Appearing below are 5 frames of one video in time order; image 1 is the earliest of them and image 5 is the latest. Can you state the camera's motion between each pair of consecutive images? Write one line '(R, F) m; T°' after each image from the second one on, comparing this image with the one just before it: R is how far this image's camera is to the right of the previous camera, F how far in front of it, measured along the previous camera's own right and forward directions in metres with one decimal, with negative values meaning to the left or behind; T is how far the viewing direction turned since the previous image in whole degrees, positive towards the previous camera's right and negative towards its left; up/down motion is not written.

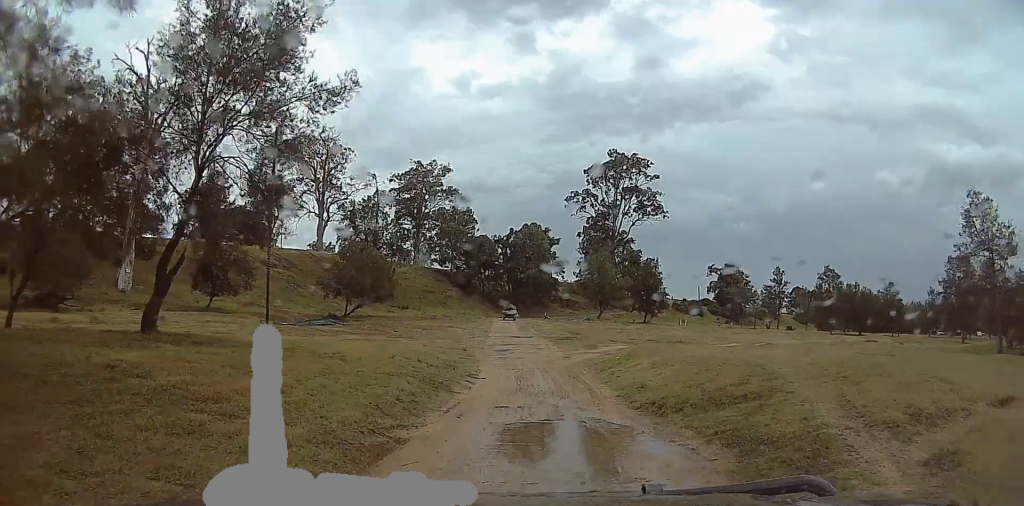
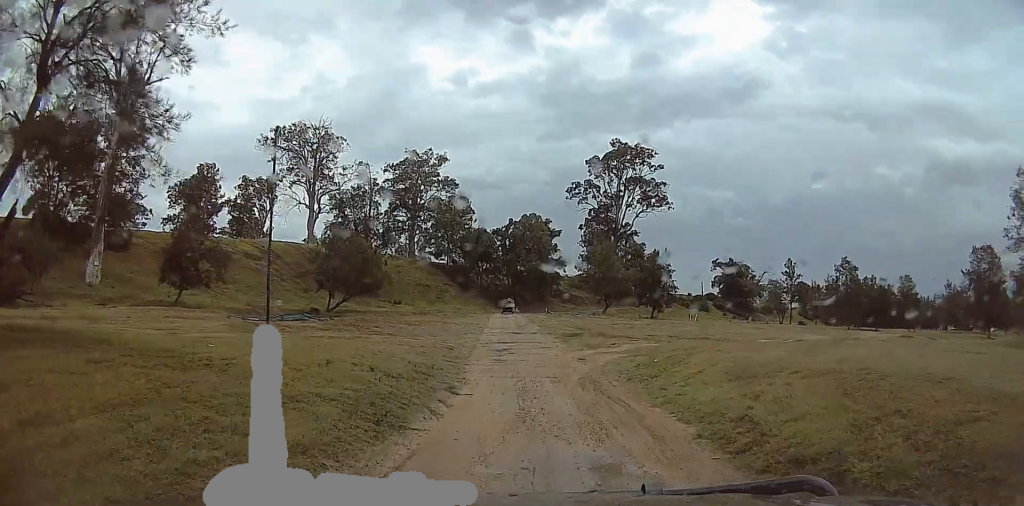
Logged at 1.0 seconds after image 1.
(-0.2, +8.1) m; -1°
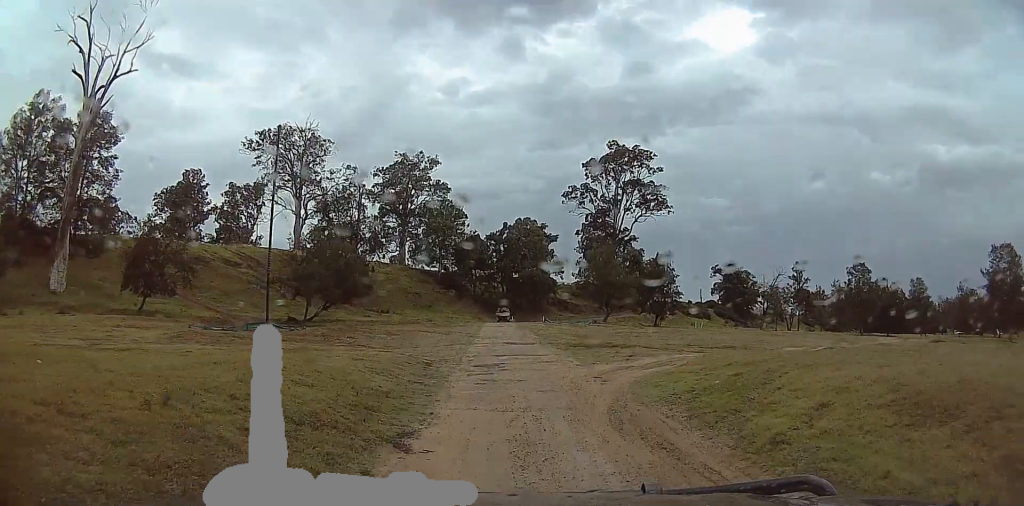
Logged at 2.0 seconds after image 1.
(0.0, +6.5) m; 0°
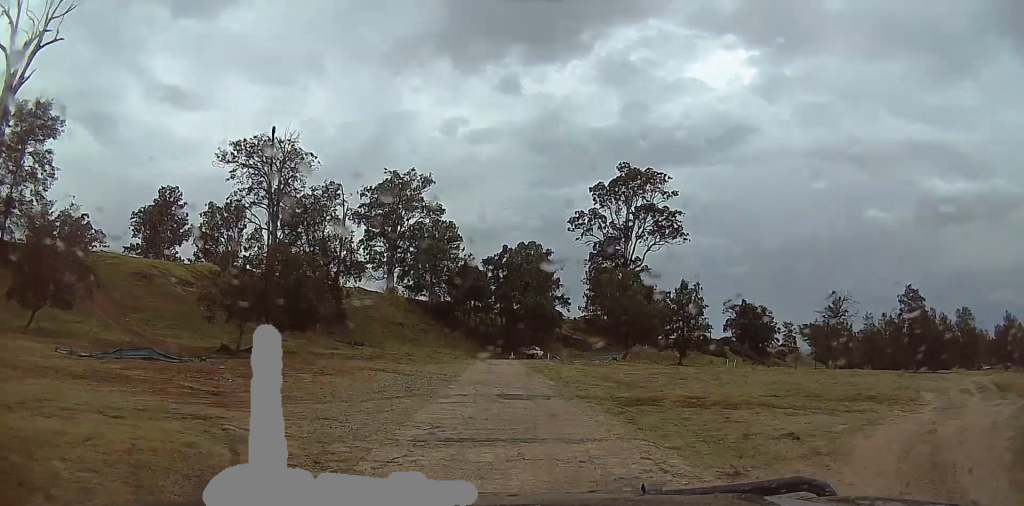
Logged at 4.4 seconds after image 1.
(+0.3, +16.4) m; +3°
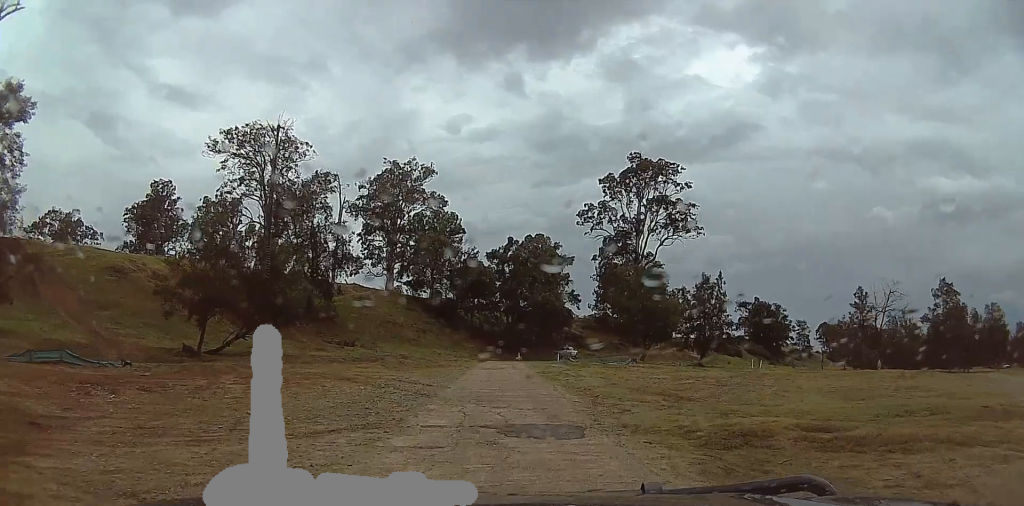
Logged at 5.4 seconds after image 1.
(+0.1, +7.5) m; +1°
